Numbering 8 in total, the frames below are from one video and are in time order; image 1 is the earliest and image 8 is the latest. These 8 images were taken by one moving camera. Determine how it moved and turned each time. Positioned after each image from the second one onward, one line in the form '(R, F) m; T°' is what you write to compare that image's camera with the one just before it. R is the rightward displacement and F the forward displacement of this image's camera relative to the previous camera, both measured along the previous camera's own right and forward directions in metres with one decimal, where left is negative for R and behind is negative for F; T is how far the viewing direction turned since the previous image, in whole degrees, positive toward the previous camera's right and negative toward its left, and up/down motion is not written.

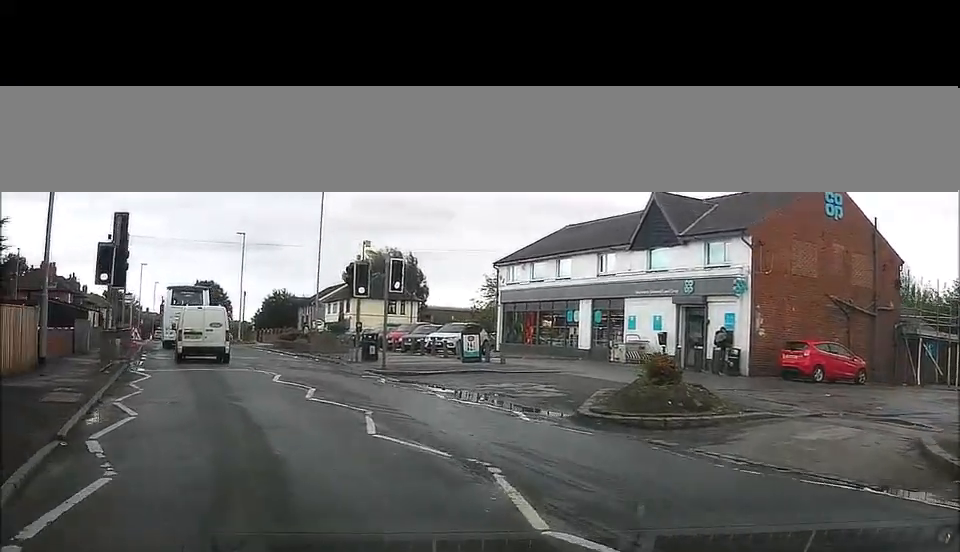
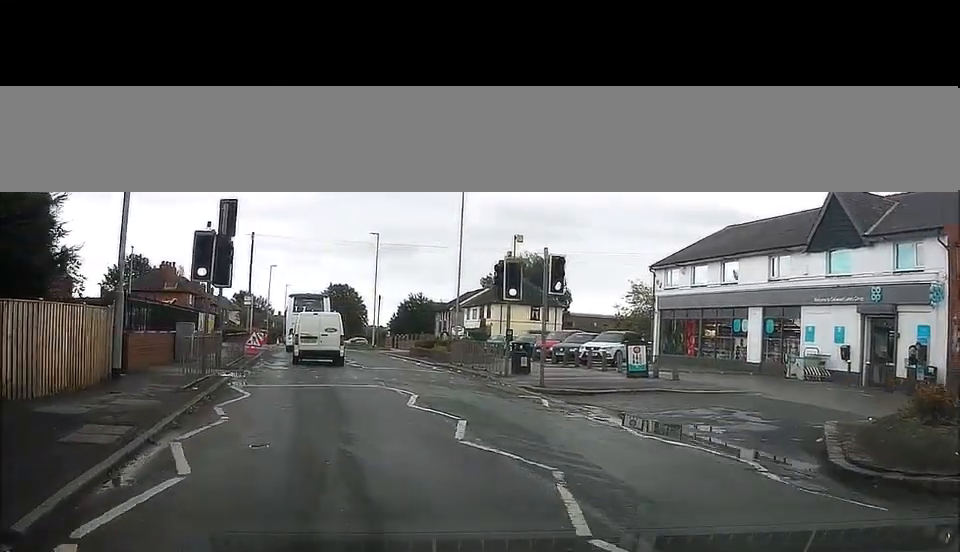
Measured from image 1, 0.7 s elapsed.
(-0.1, +2.2) m; -7°
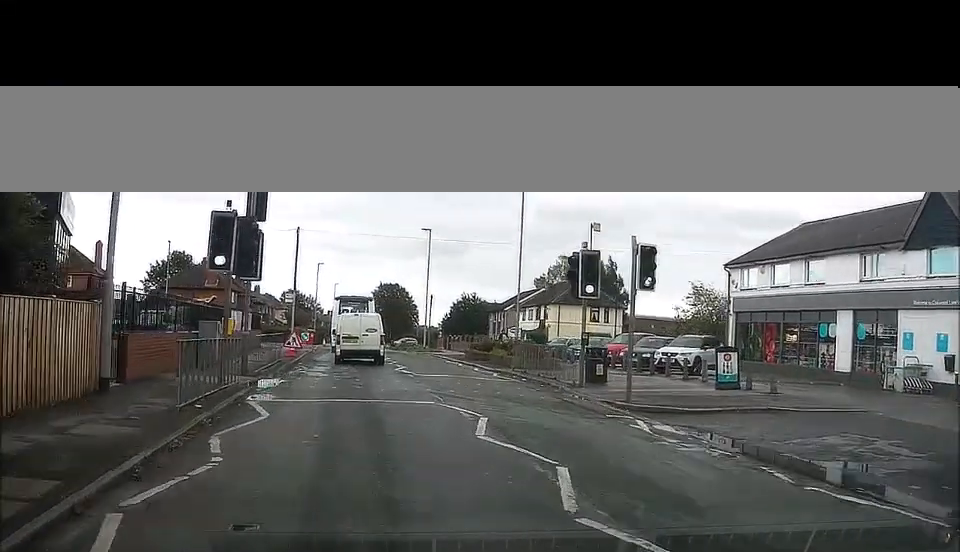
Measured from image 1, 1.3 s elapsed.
(-0.1, +2.7) m; -6°
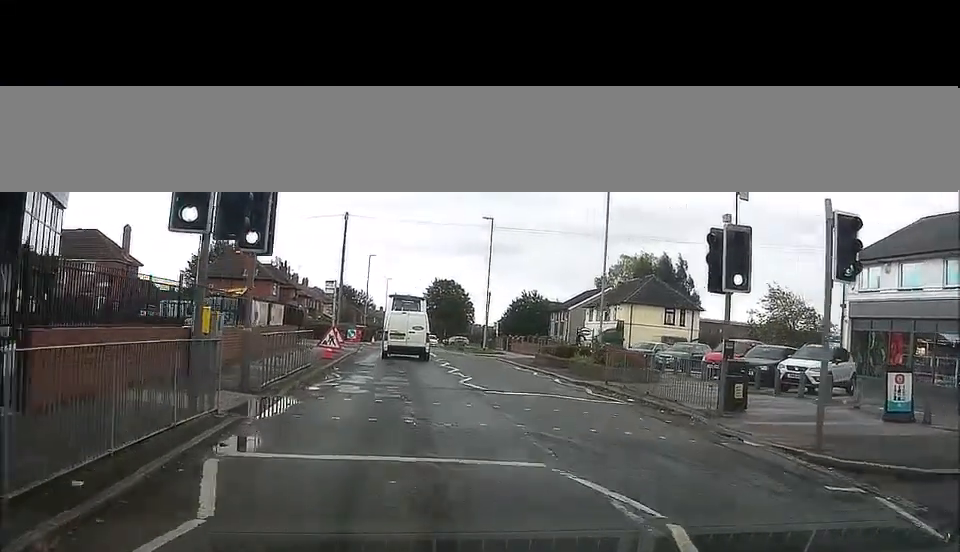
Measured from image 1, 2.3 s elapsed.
(-0.5, +6.3) m; -6°
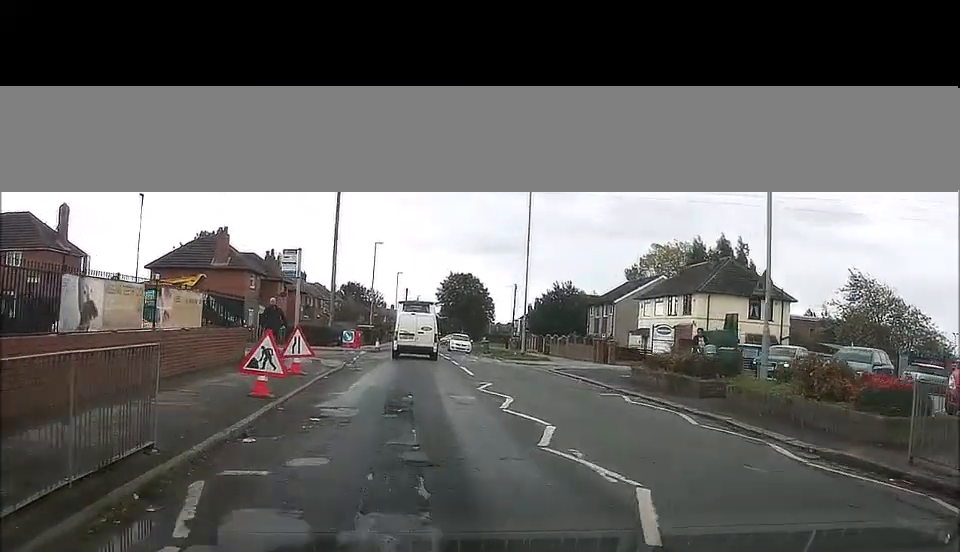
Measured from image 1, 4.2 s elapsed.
(-0.2, +14.9) m; -1°
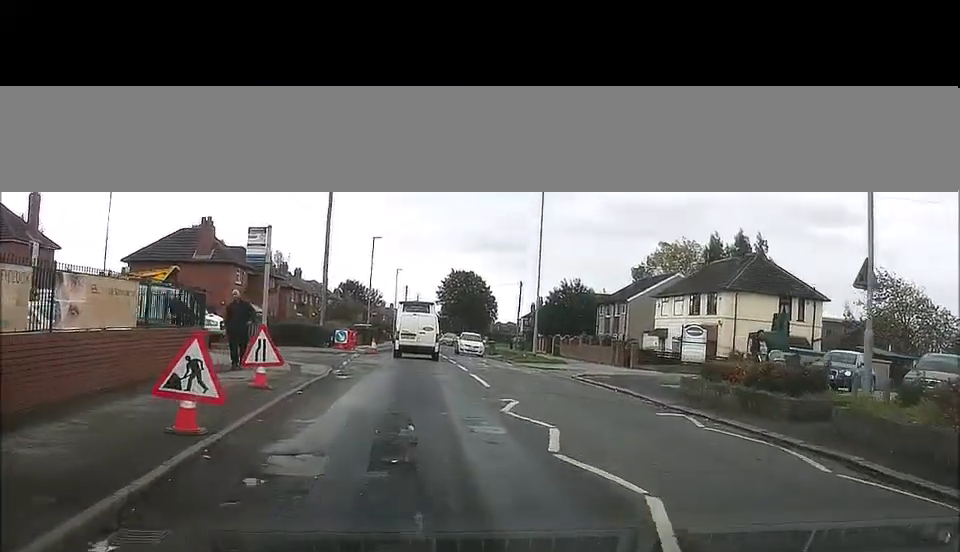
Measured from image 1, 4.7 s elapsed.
(0.0, +4.6) m; -1°
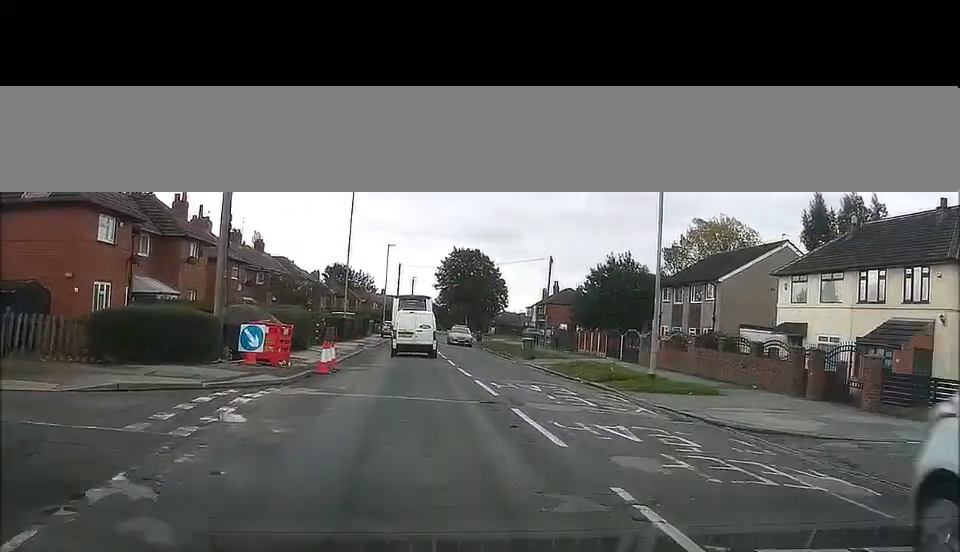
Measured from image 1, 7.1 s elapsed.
(-1.0, +22.5) m; +1°
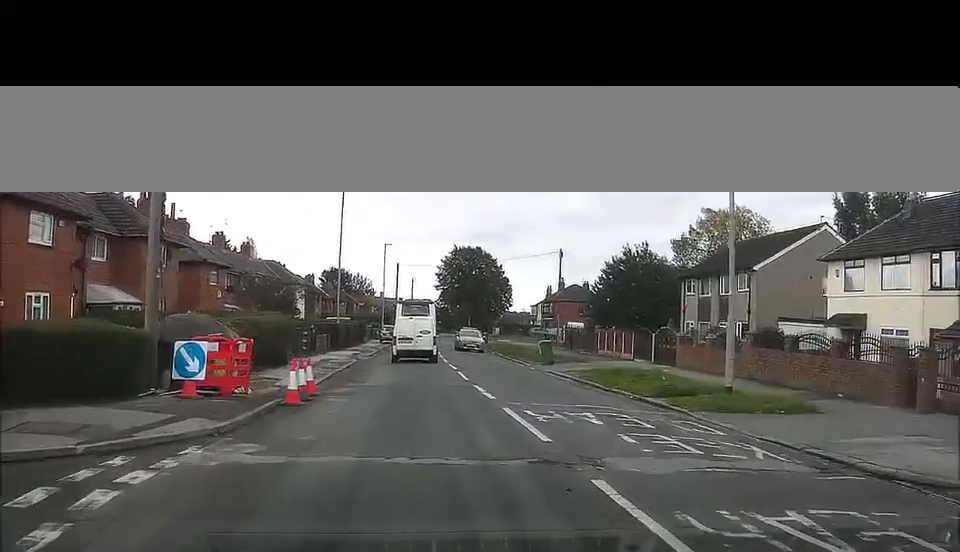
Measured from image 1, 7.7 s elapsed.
(+0.3, +5.5) m; +2°
